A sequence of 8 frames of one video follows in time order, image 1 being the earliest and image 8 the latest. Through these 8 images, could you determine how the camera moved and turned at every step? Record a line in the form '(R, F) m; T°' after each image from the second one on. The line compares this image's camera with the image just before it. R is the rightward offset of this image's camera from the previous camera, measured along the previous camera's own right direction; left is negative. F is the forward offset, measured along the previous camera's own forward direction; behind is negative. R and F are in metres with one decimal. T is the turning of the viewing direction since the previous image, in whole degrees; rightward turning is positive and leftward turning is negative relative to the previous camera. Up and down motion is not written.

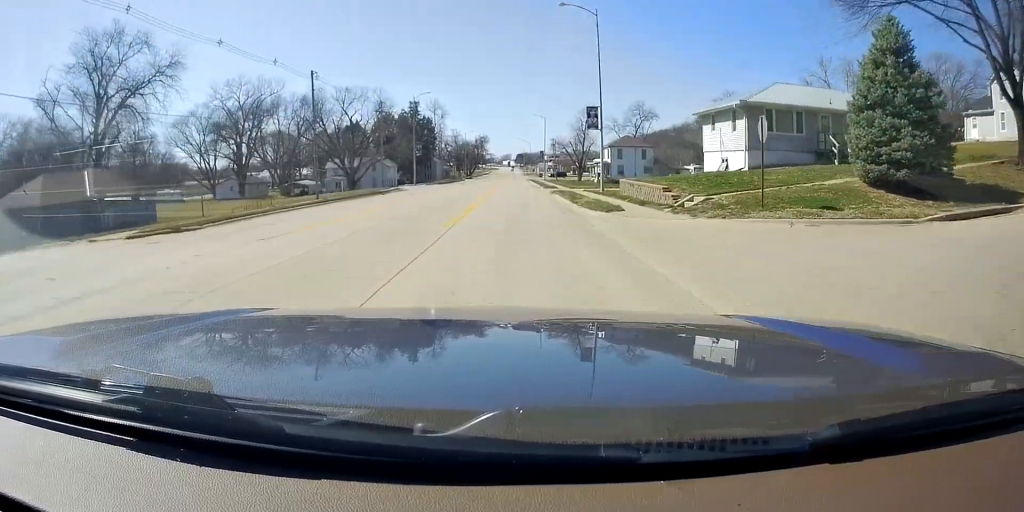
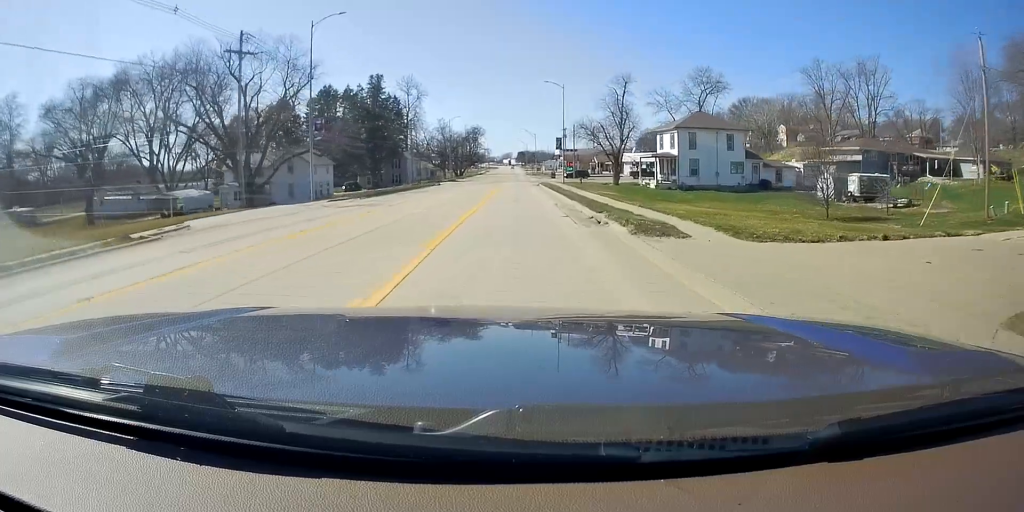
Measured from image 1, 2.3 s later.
(-0.6, +41.3) m; -2°
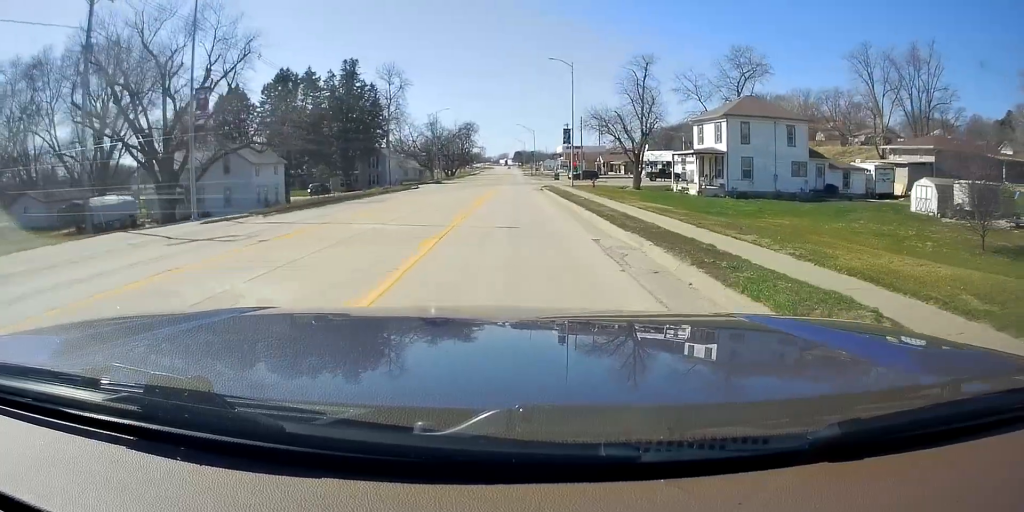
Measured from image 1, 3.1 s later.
(0.0, +15.1) m; +1°
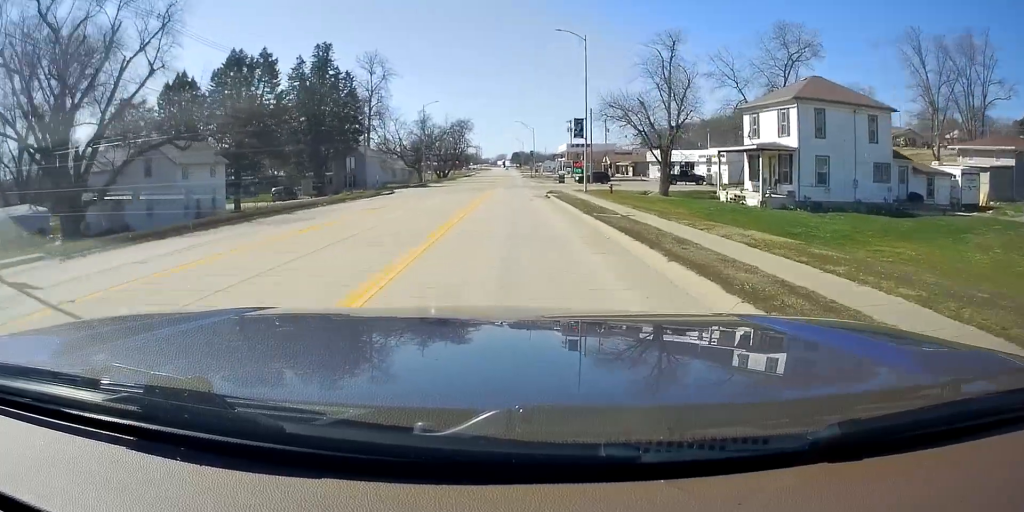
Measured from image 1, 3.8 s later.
(+0.2, +12.5) m; +1°
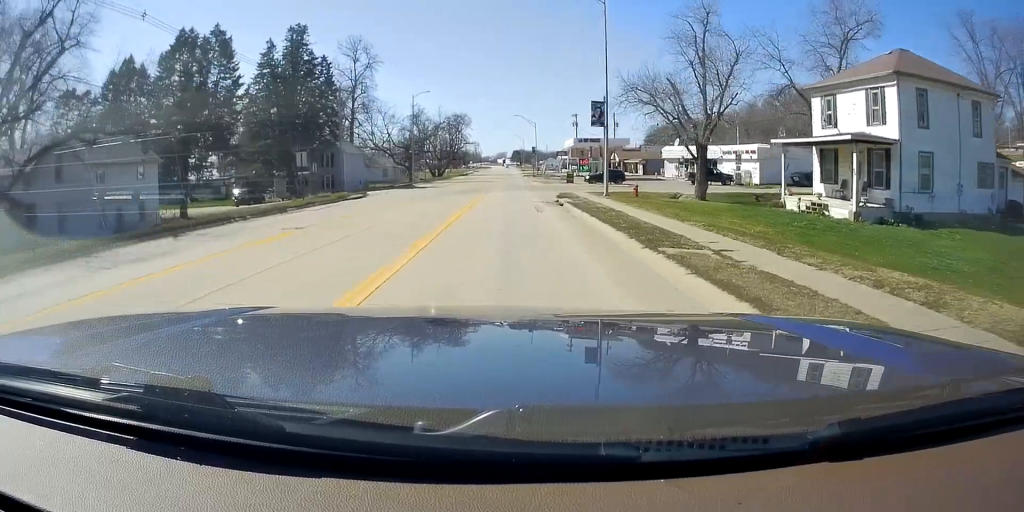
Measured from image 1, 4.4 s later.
(0.0, +10.0) m; 0°
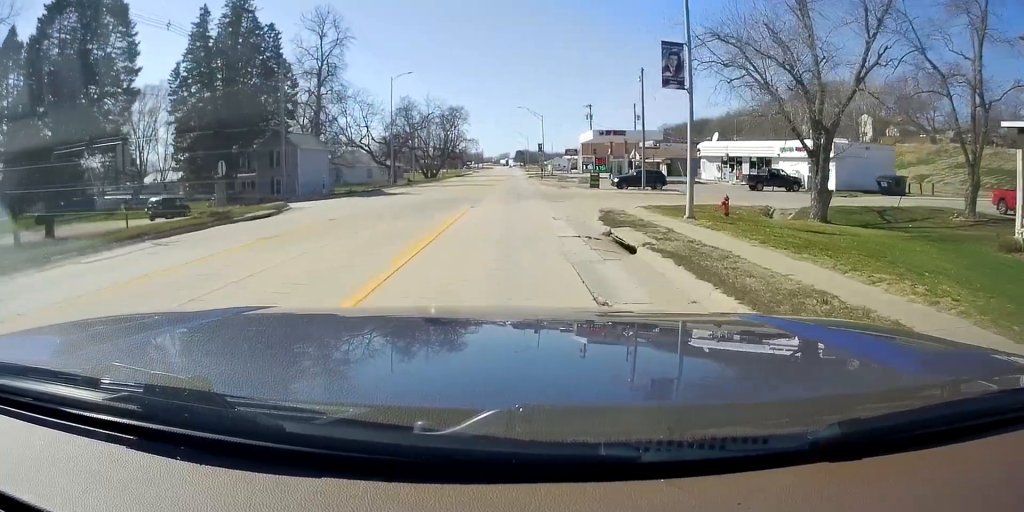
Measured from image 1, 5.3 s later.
(0.0, +16.4) m; -1°
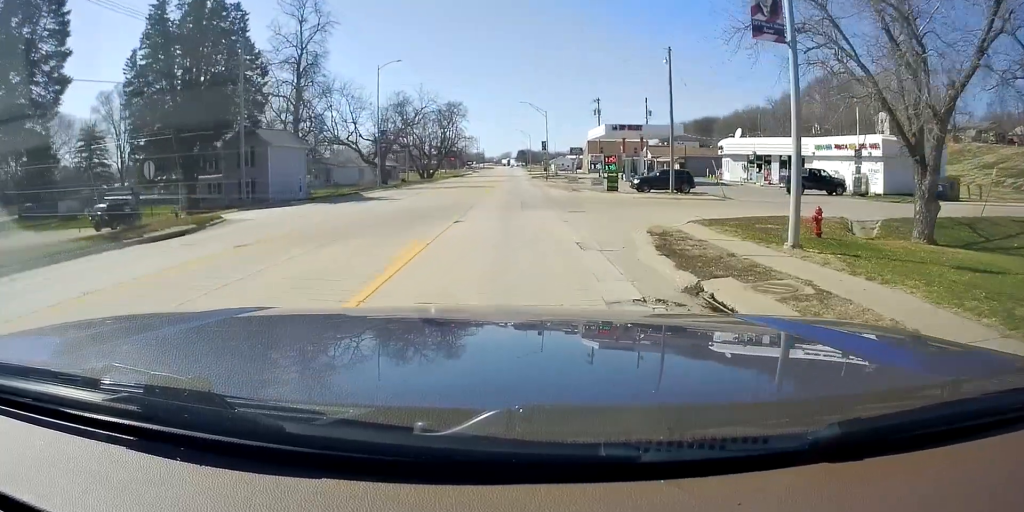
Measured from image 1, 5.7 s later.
(+0.1, +7.3) m; -1°
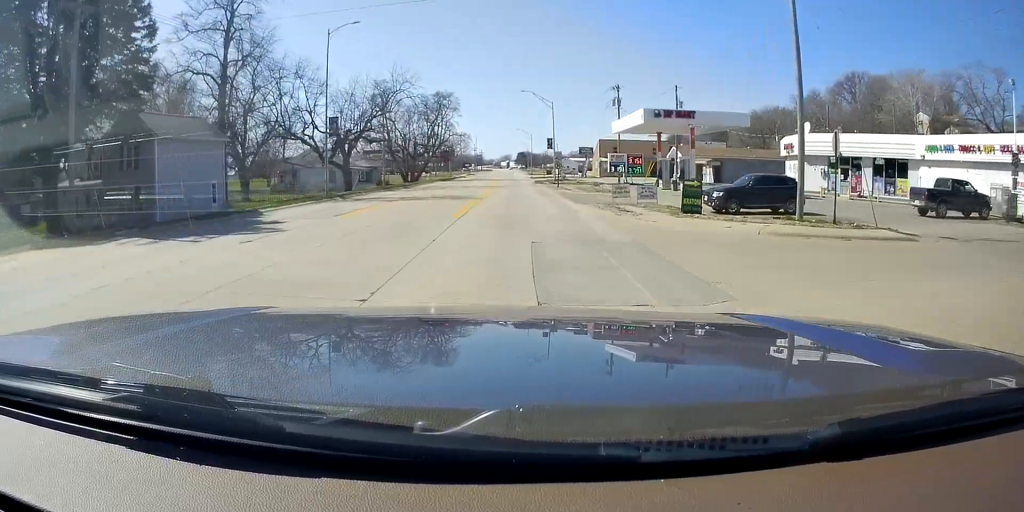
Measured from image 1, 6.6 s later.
(-0.4, +16.5) m; 0°
